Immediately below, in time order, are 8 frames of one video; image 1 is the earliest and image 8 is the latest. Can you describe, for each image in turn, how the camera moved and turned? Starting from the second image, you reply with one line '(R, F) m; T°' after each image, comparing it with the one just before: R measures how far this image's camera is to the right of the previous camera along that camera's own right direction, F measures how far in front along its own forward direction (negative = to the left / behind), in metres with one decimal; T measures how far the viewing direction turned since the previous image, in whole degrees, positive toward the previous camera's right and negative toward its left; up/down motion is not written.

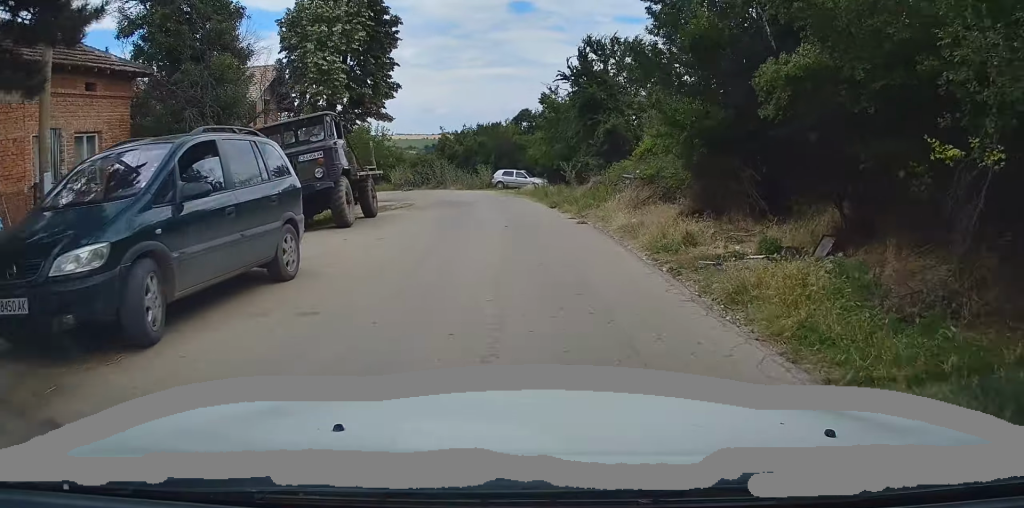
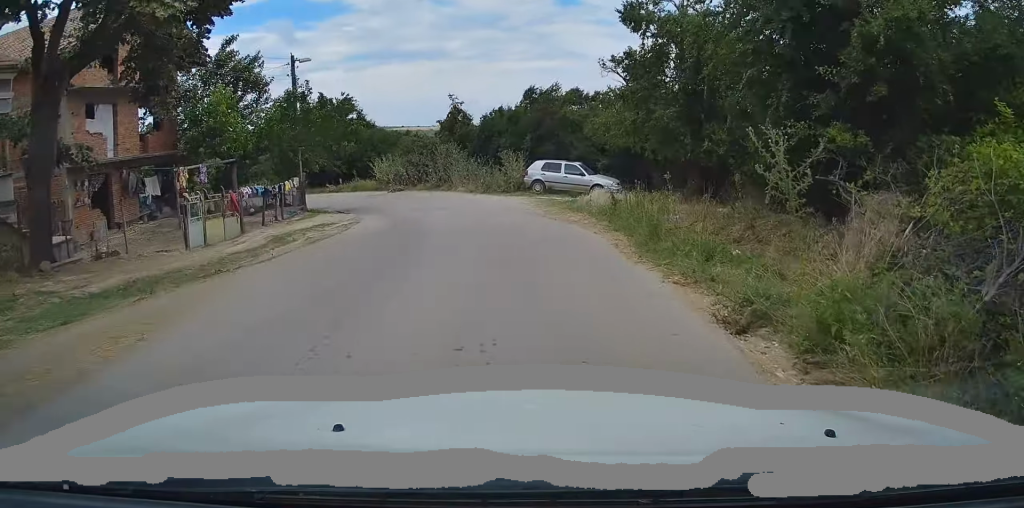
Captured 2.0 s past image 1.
(-0.3, +18.8) m; -4°
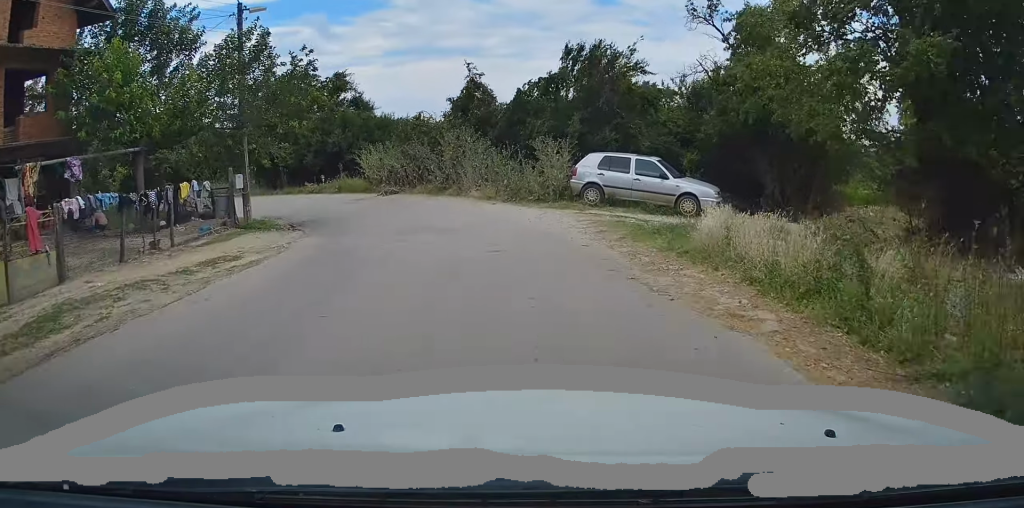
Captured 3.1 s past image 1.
(-0.4, +9.6) m; -3°
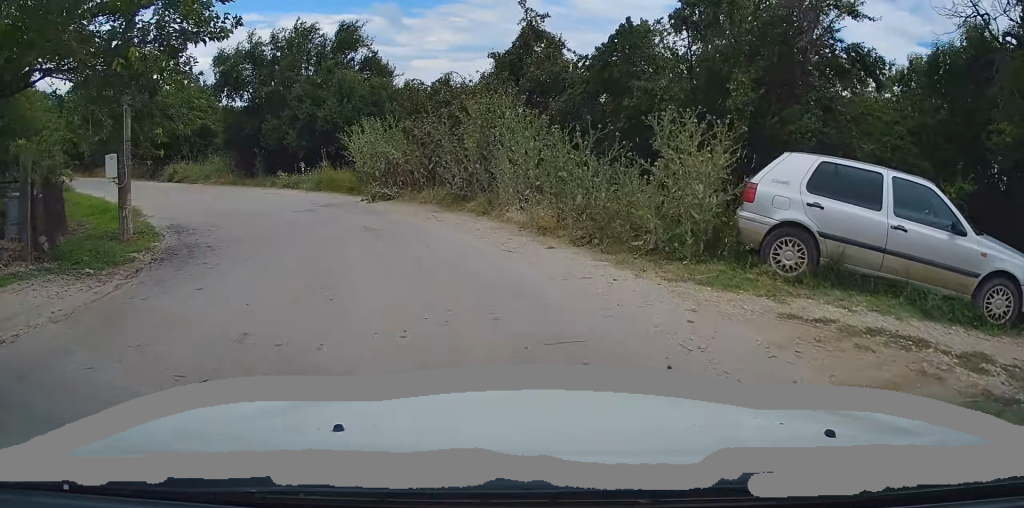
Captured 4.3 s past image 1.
(-0.5, +10.0) m; -8°
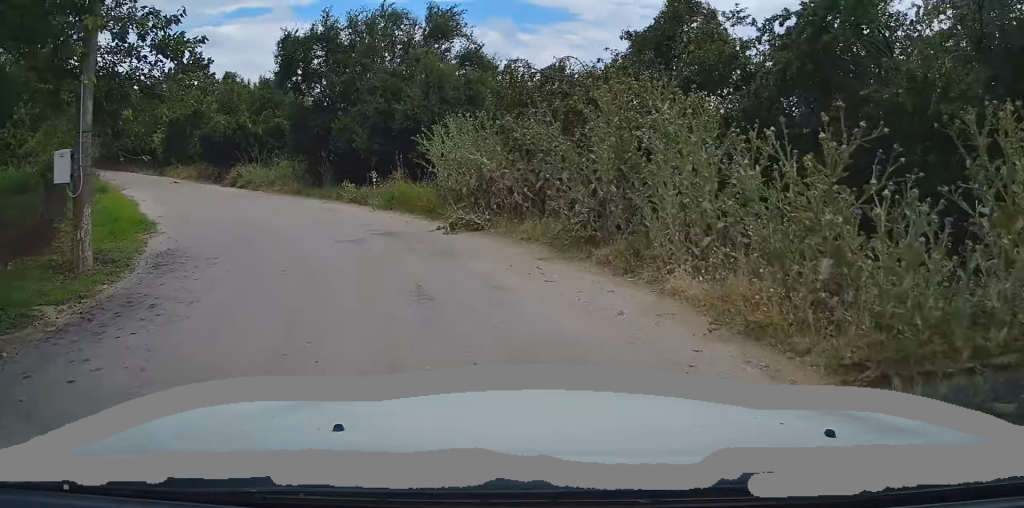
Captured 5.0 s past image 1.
(-0.2, +4.8) m; -7°
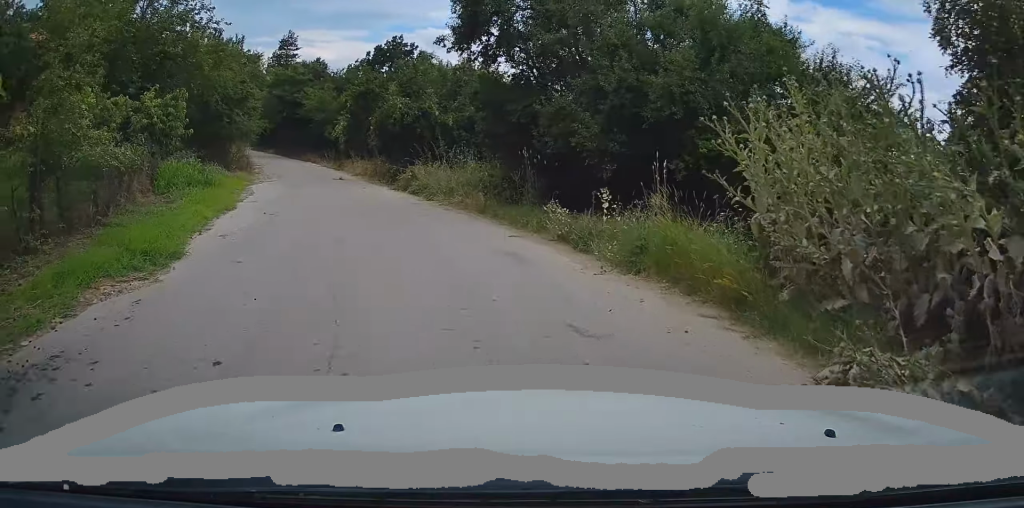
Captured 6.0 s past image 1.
(-0.7, +6.8) m; -17°
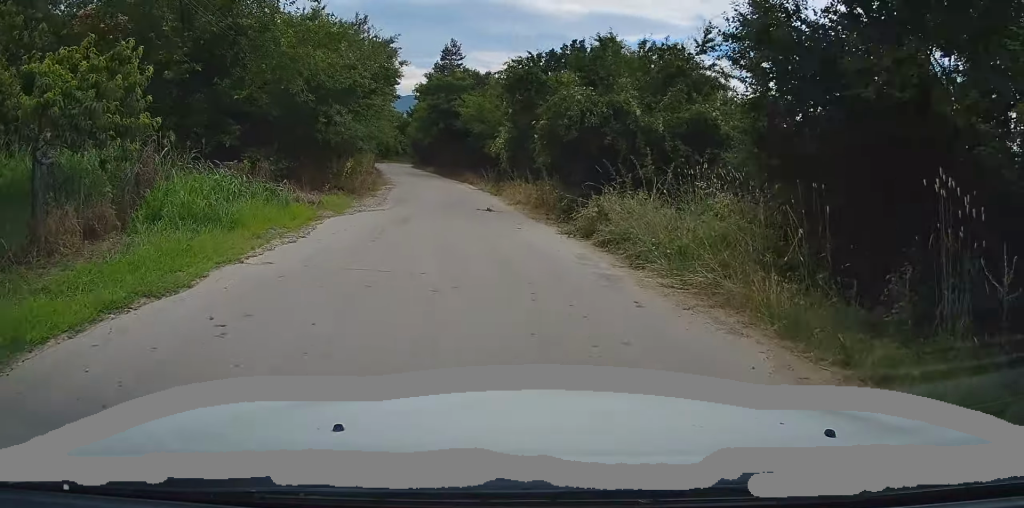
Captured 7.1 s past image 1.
(-1.5, +7.7) m; -17°
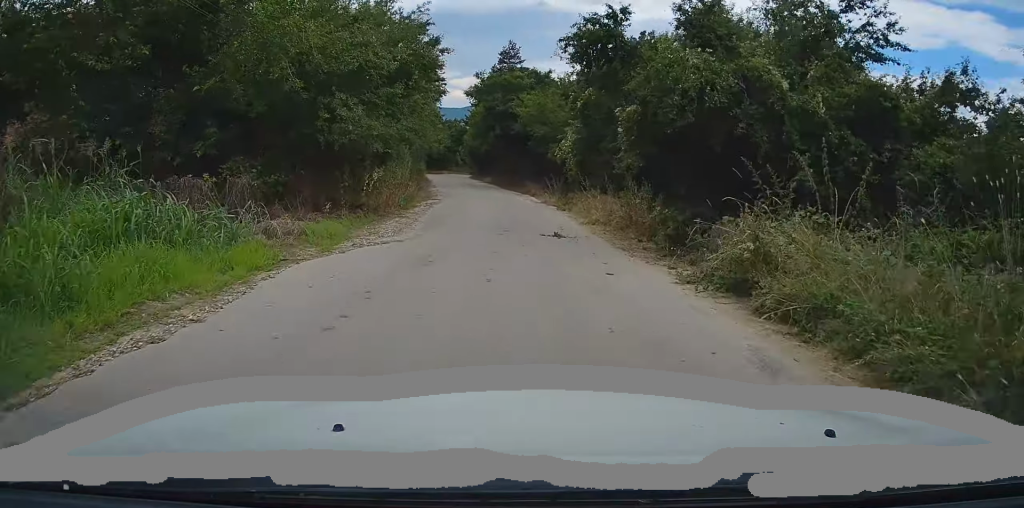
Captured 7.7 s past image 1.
(-0.4, +4.9) m; -4°
